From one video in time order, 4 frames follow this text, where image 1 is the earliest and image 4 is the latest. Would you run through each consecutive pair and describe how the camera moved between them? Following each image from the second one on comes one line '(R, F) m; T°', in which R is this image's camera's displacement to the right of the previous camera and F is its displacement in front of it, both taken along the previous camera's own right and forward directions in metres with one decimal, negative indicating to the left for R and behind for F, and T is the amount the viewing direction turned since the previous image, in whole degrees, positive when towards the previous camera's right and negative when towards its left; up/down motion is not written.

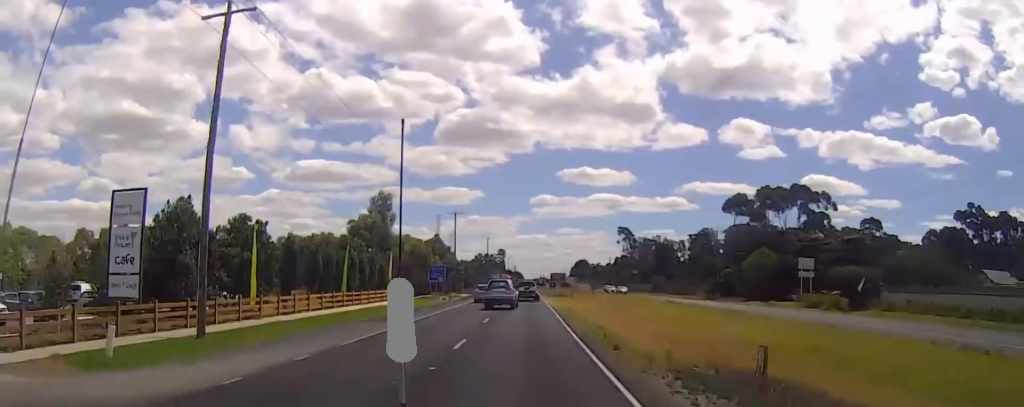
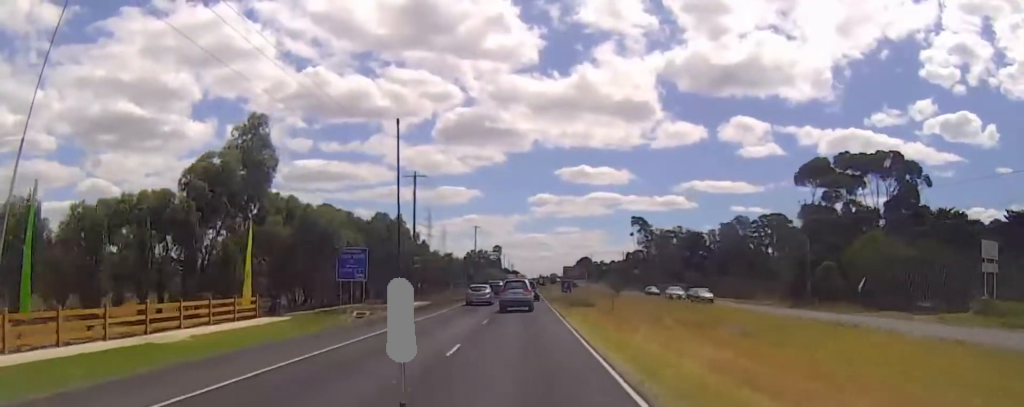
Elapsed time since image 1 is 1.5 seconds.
(+0.7, +33.6) m; +1°
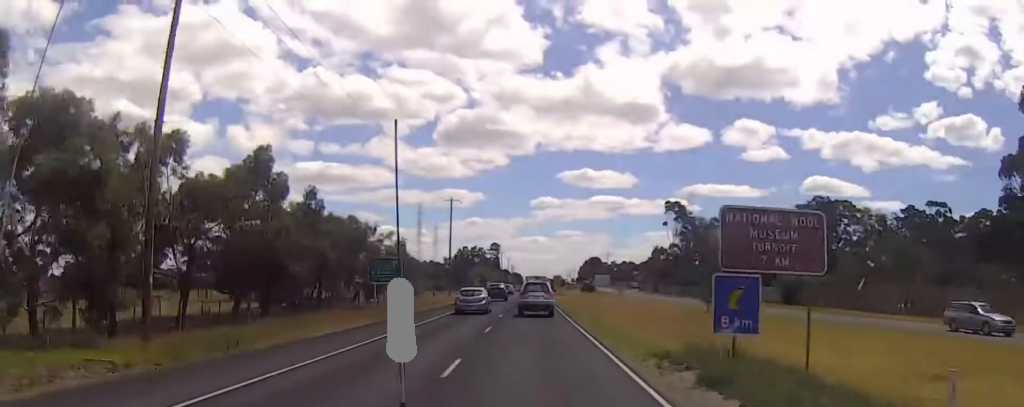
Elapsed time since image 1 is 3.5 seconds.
(-0.7, +43.6) m; -1°
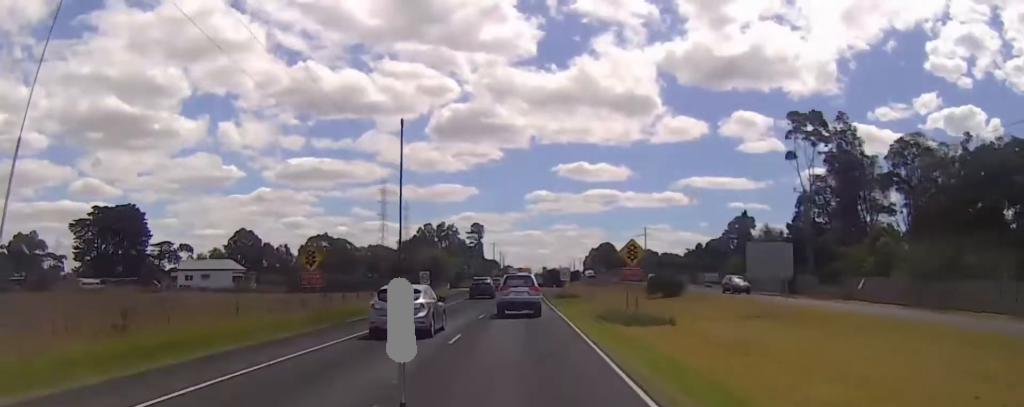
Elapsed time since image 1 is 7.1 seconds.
(+2.9, +84.4) m; 0°
